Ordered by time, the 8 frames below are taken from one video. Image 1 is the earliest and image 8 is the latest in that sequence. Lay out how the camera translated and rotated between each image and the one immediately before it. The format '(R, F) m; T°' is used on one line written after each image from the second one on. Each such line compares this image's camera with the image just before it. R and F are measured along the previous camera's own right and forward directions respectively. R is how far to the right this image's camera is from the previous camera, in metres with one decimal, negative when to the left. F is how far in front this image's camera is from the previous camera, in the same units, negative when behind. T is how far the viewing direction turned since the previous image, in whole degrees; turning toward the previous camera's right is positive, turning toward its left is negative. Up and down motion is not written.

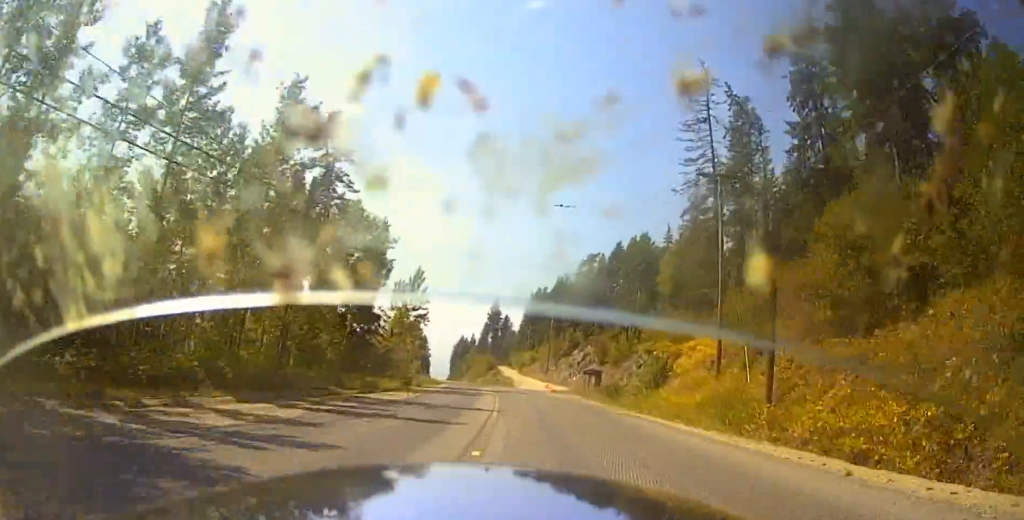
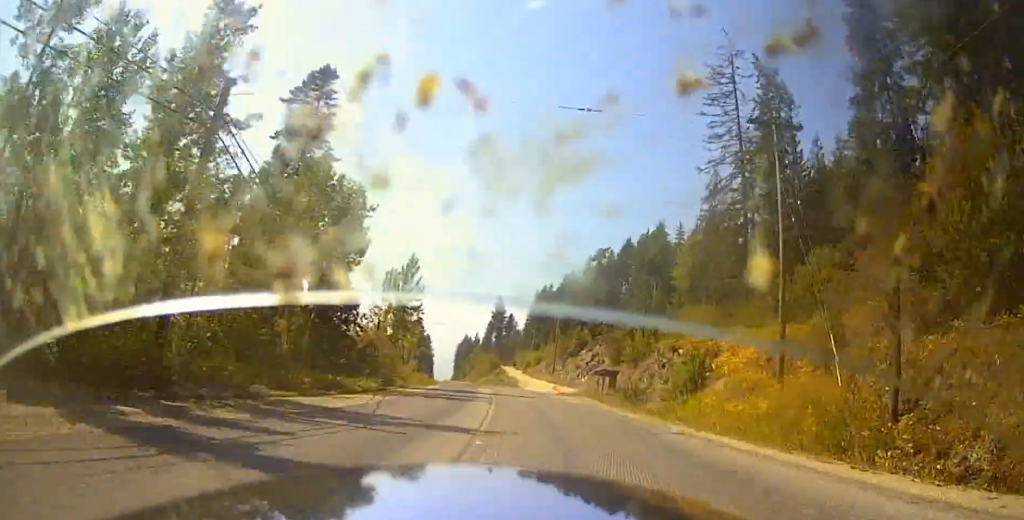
(-0.1, +8.8) m; -1°
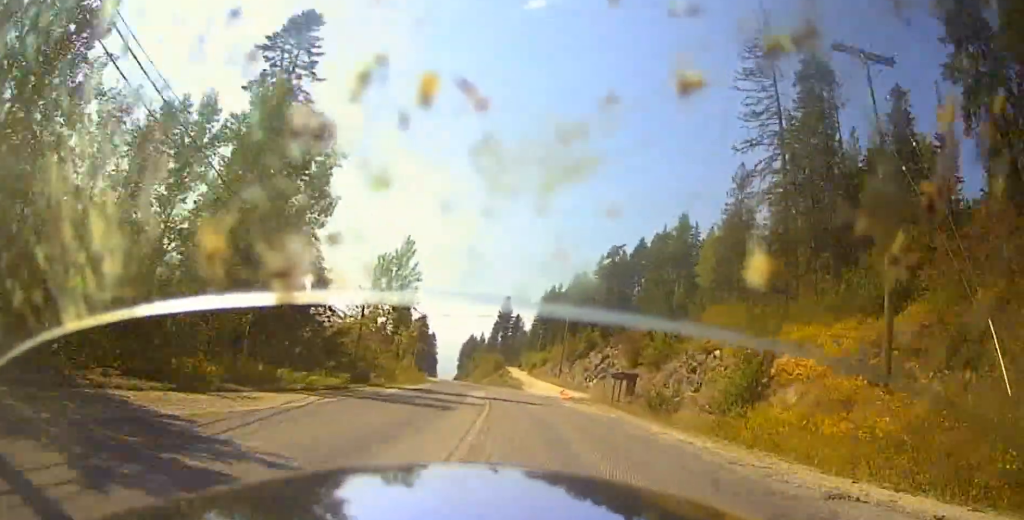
(0.0, +8.8) m; -1°
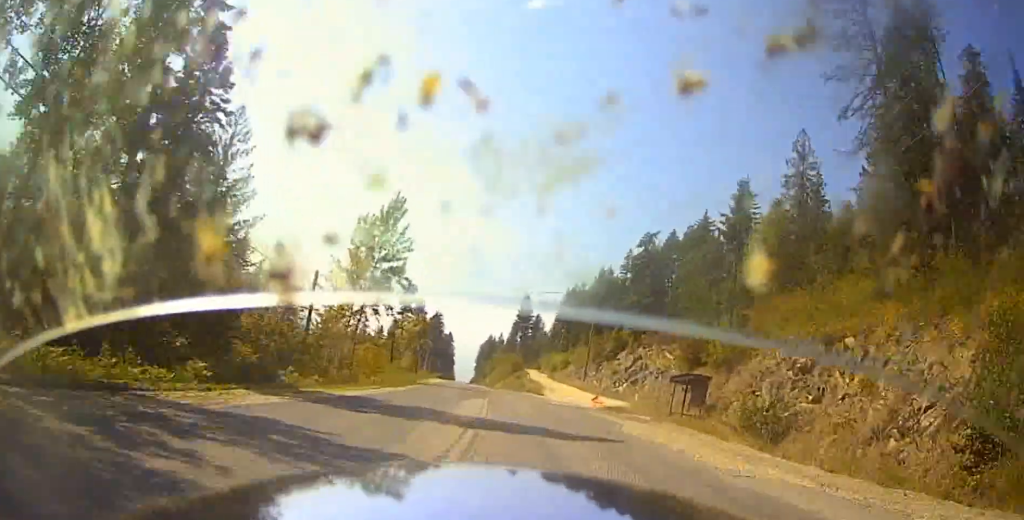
(-0.4, +18.4) m; -1°
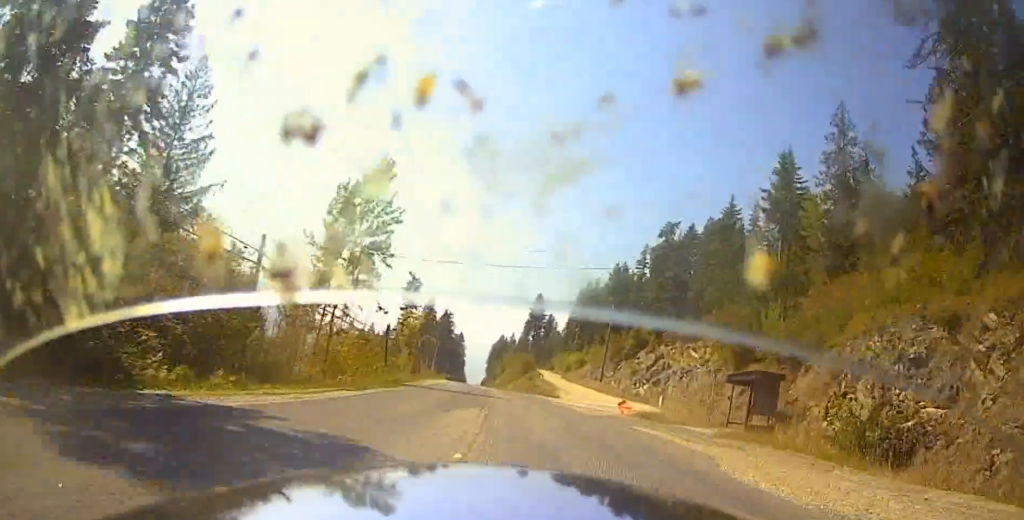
(-0.1, +10.4) m; -1°
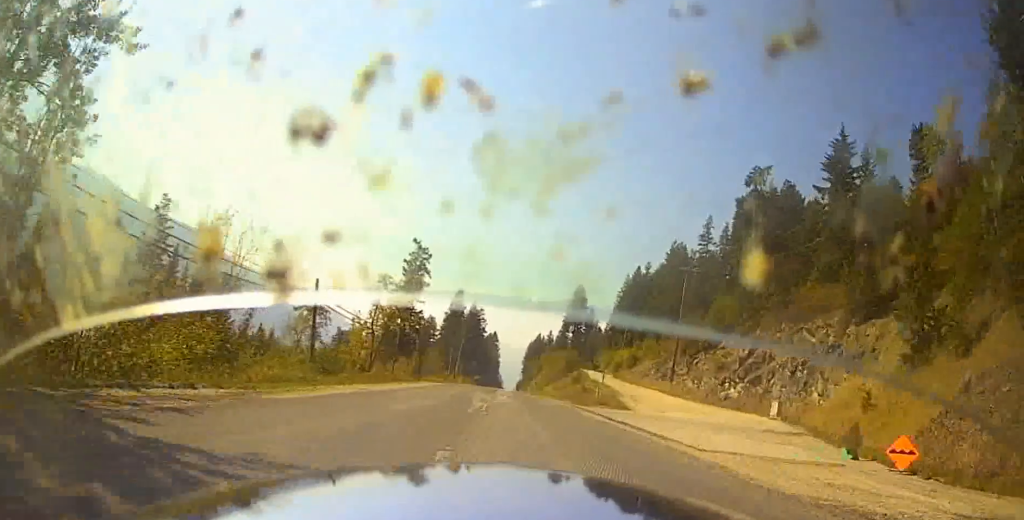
(-0.4, +34.7) m; -2°
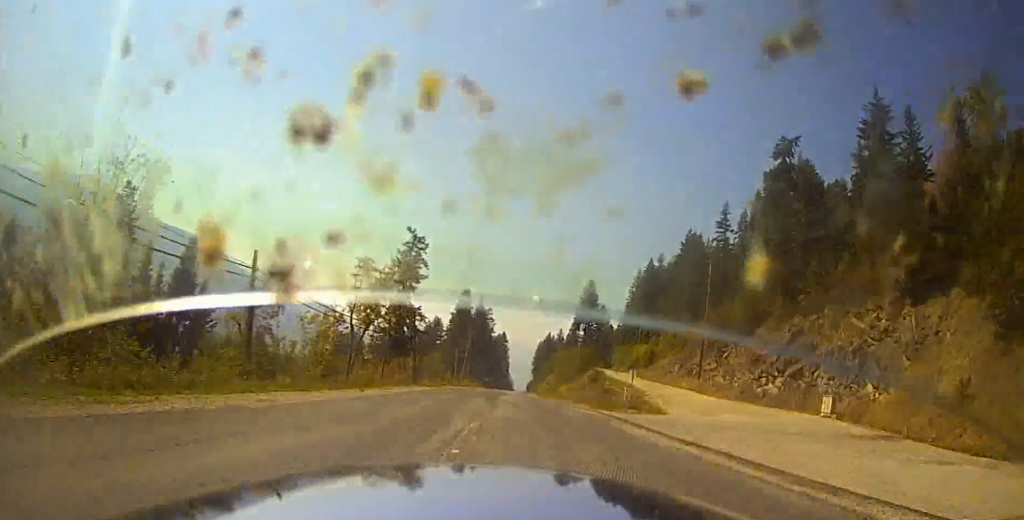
(-0.1, +9.8) m; 0°
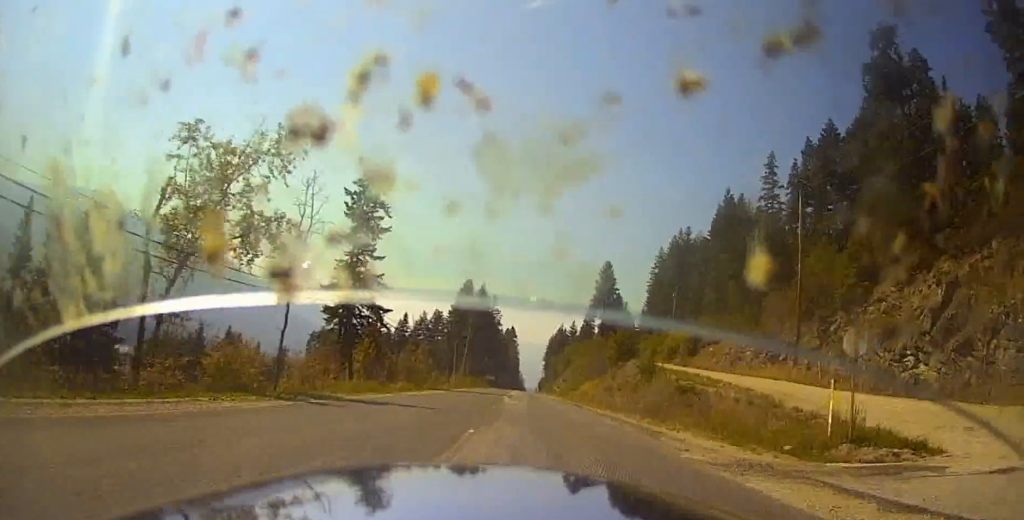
(-0.1, +27.3) m; +1°
